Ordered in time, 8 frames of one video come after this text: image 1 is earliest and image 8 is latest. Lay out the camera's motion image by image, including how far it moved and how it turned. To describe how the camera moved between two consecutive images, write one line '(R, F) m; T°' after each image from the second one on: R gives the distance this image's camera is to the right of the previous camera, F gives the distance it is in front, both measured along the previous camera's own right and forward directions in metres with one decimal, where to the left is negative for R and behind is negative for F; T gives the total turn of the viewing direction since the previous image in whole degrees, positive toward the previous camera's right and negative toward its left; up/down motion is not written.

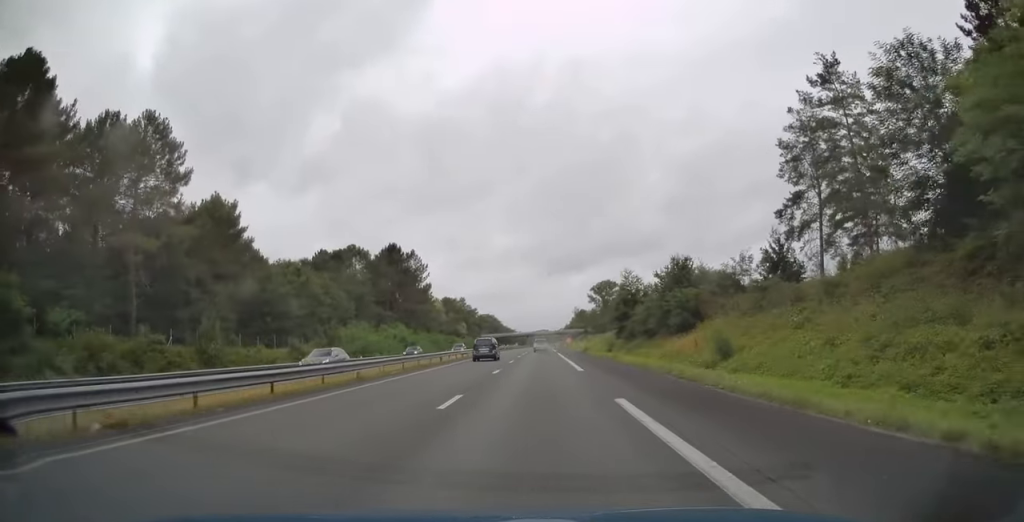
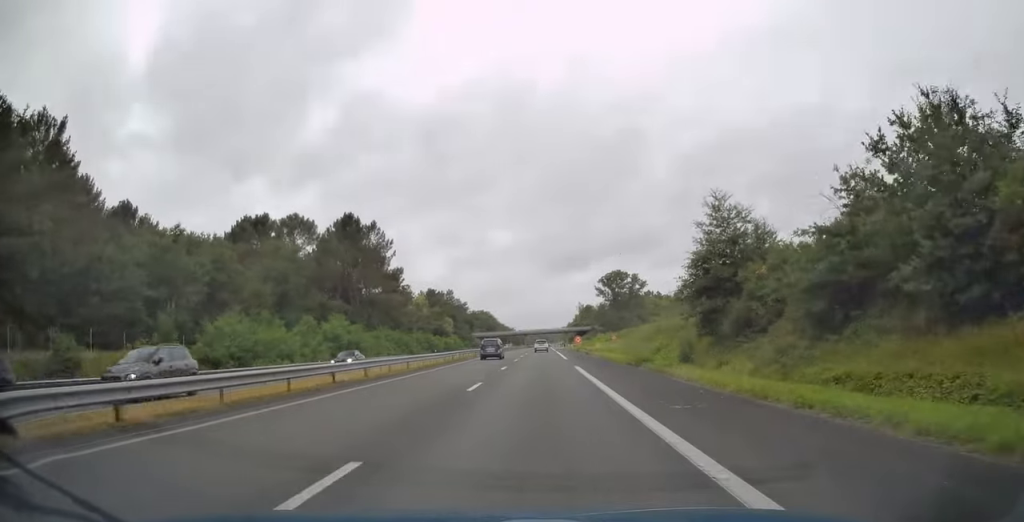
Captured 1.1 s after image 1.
(0.0, +34.8) m; 0°
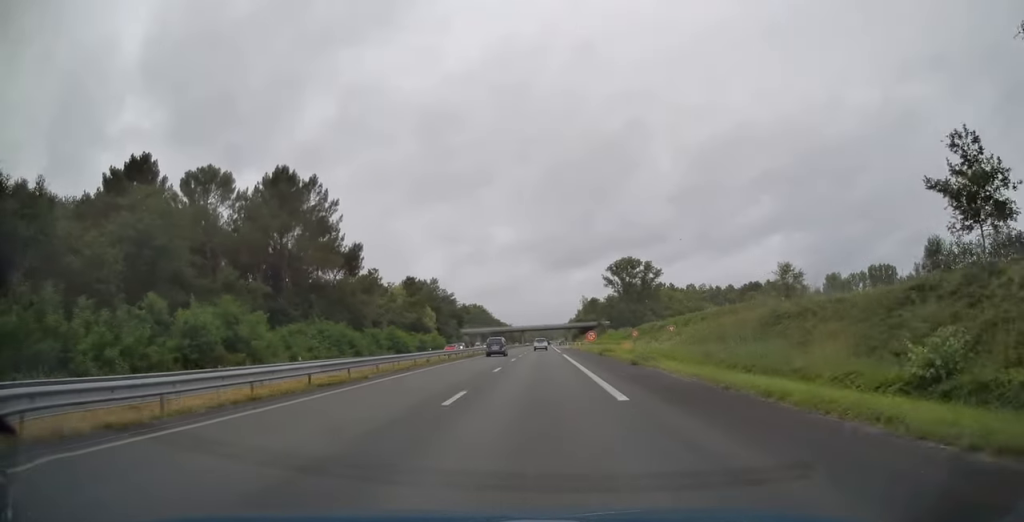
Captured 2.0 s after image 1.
(0.0, +30.5) m; 0°
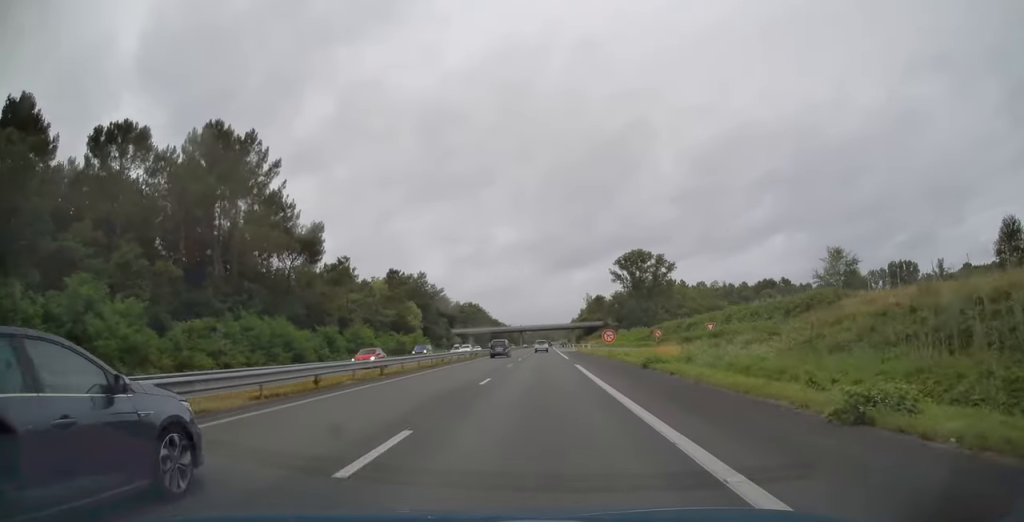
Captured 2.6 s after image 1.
(0.0, +19.6) m; 0°
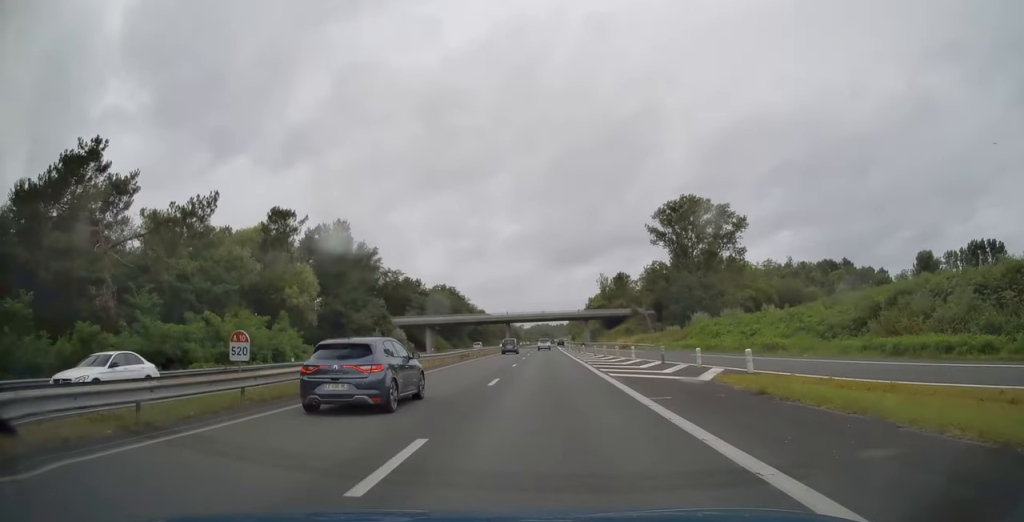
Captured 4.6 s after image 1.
(0.0, +65.9) m; 0°
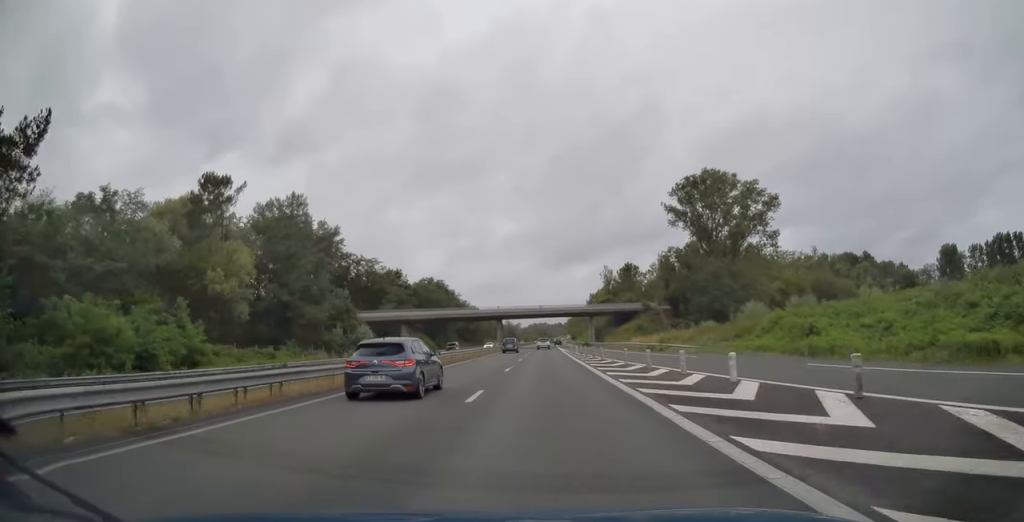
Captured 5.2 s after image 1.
(+0.1, +18.0) m; 0°
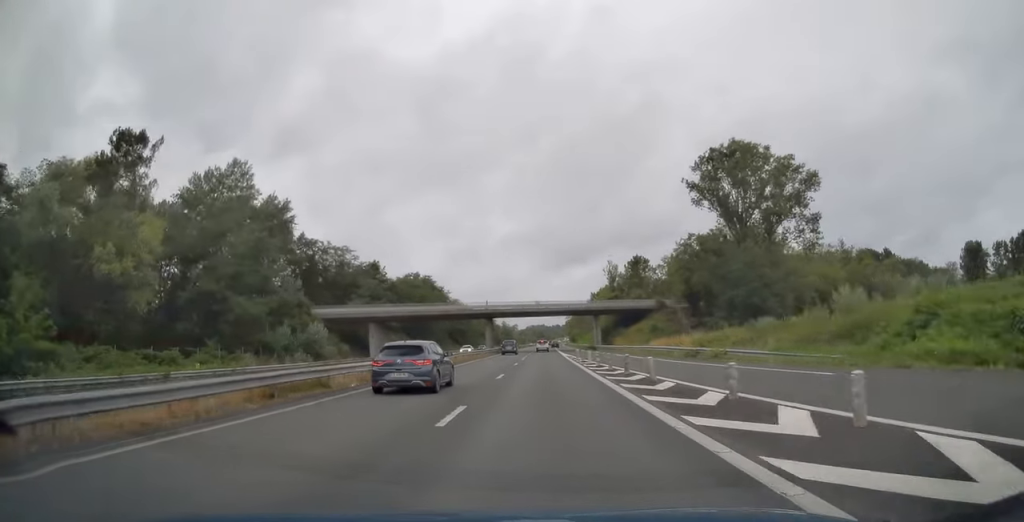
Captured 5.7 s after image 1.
(0.0, +16.4) m; 0°
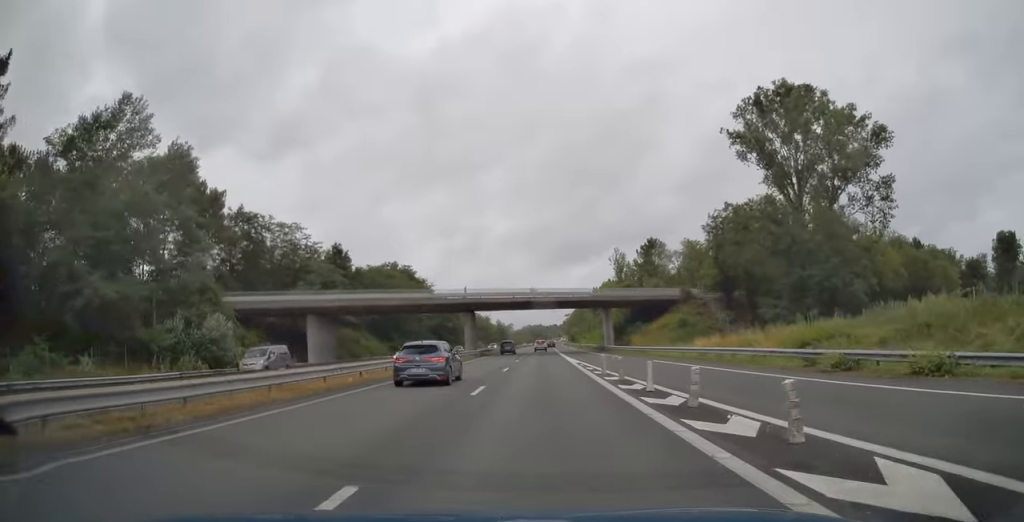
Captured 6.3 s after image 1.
(-0.1, +20.1) m; 0°
